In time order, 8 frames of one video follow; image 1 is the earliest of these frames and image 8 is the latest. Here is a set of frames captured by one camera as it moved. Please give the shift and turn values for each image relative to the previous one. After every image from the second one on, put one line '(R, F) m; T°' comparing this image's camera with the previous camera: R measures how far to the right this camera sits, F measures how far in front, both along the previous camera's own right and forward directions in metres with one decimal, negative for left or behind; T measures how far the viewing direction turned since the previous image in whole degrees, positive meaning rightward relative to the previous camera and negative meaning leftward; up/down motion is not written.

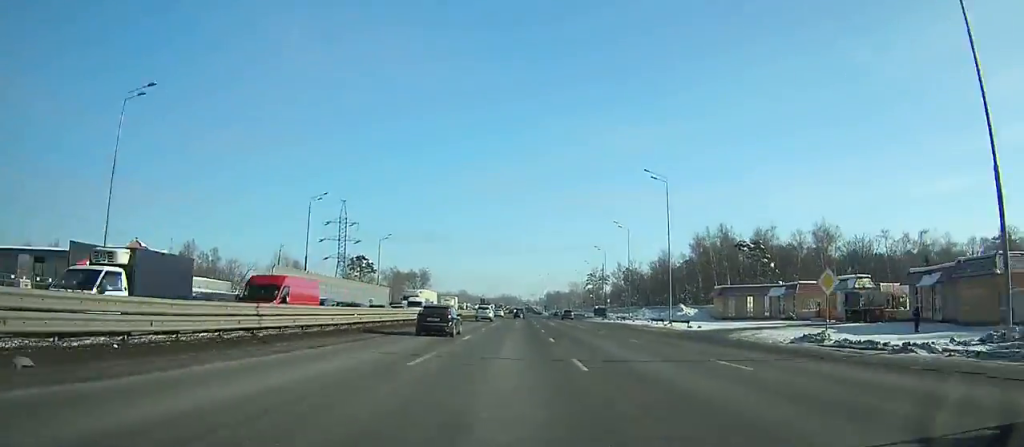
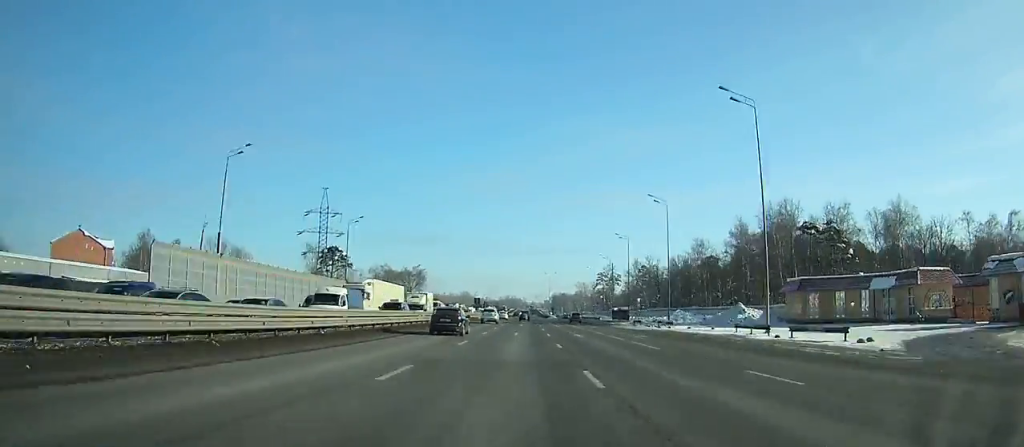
(0.0, +27.1) m; -2°
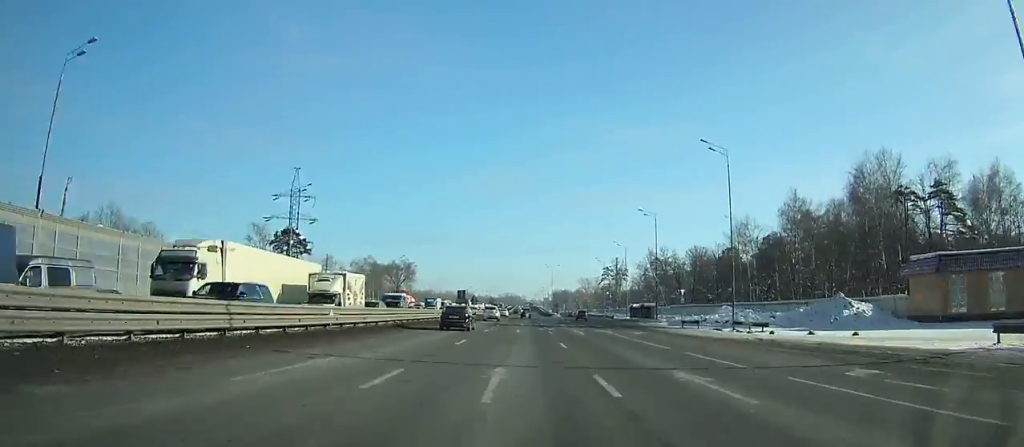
(-3.2, +26.6) m; -2°
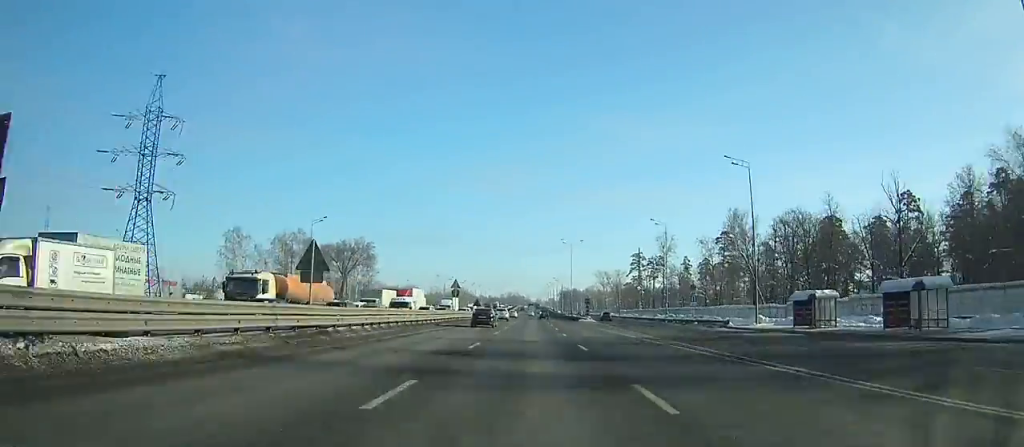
(+0.5, +76.0) m; +2°
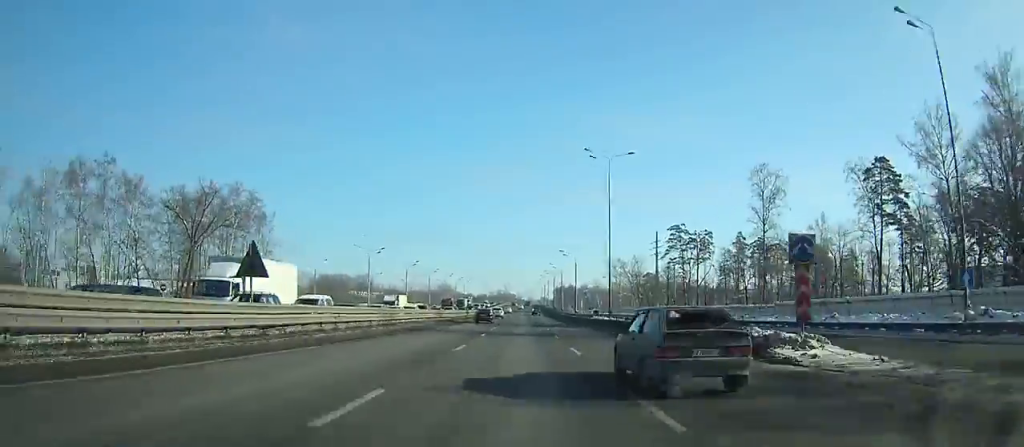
(+0.3, +73.7) m; 0°
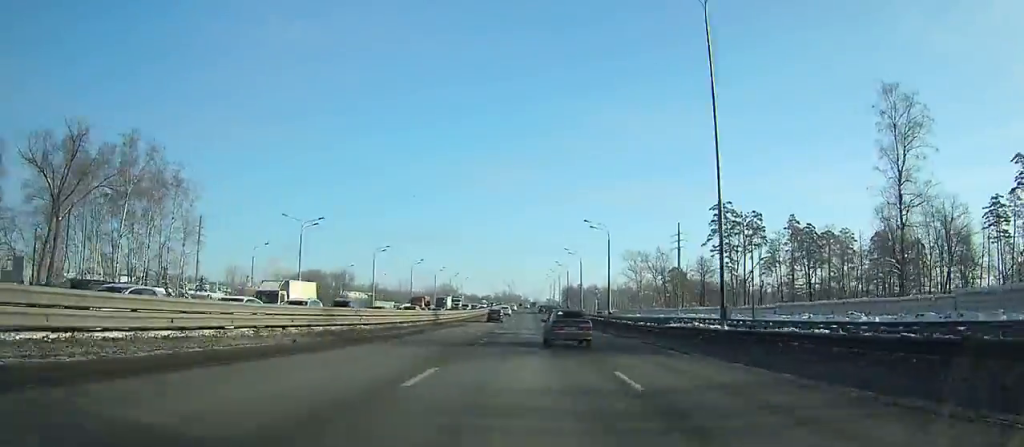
(-0.1, +32.4) m; 0°
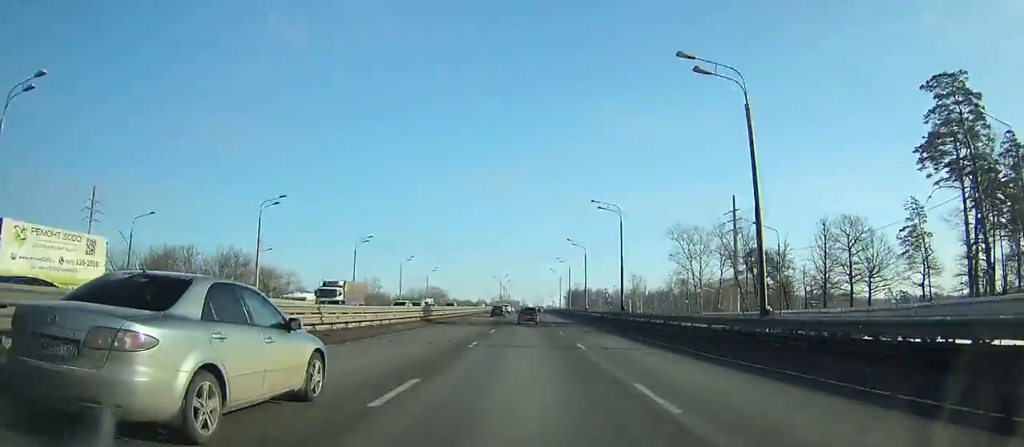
(+0.2, +73.7) m; 0°
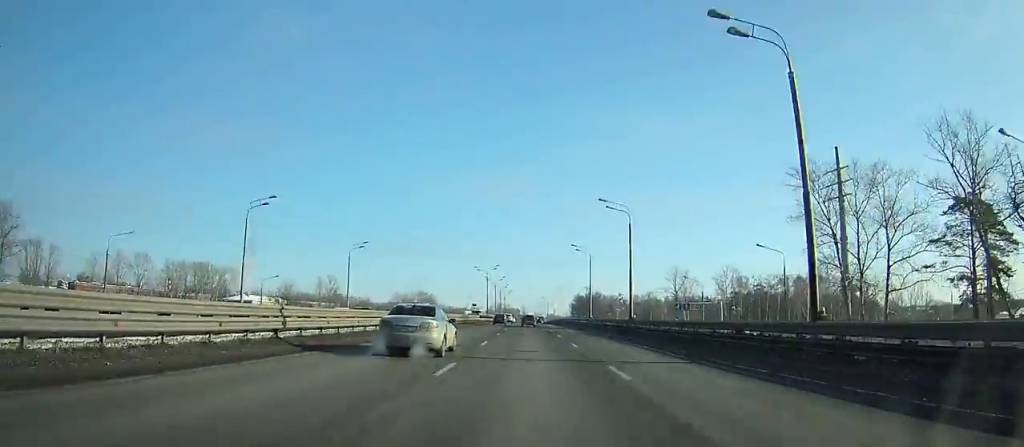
(+0.1, +66.3) m; 0°
